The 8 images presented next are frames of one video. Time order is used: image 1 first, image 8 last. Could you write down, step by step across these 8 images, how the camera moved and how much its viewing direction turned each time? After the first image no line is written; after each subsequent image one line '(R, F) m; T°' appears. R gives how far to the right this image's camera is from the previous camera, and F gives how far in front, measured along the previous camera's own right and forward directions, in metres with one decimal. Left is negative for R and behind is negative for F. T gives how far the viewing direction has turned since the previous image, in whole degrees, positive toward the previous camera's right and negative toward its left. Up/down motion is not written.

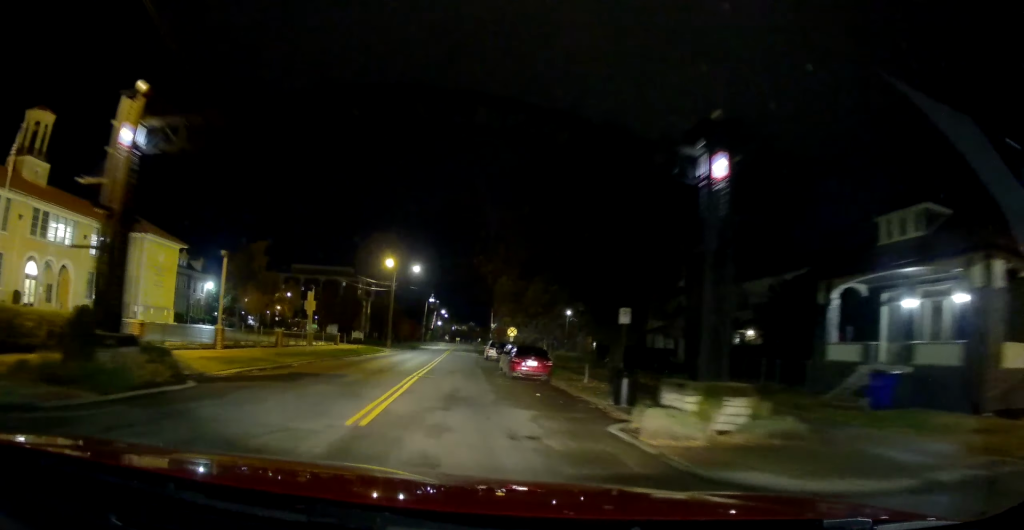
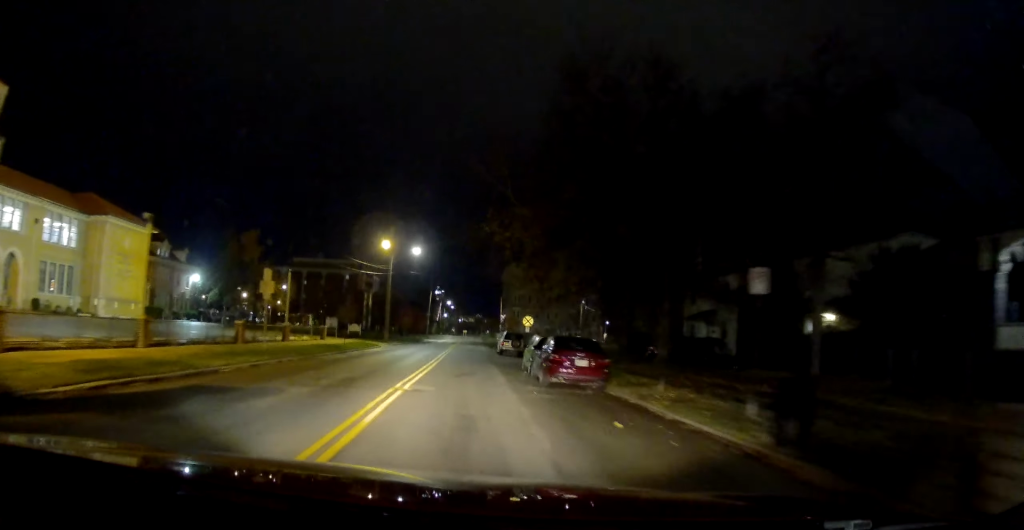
(+0.1, +8.1) m; 0°
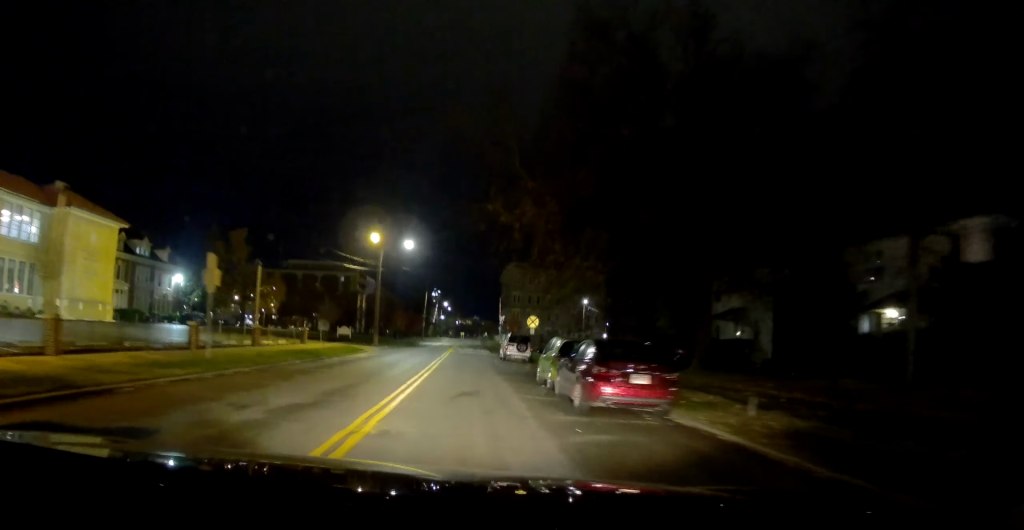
(-0.1, +5.4) m; 0°
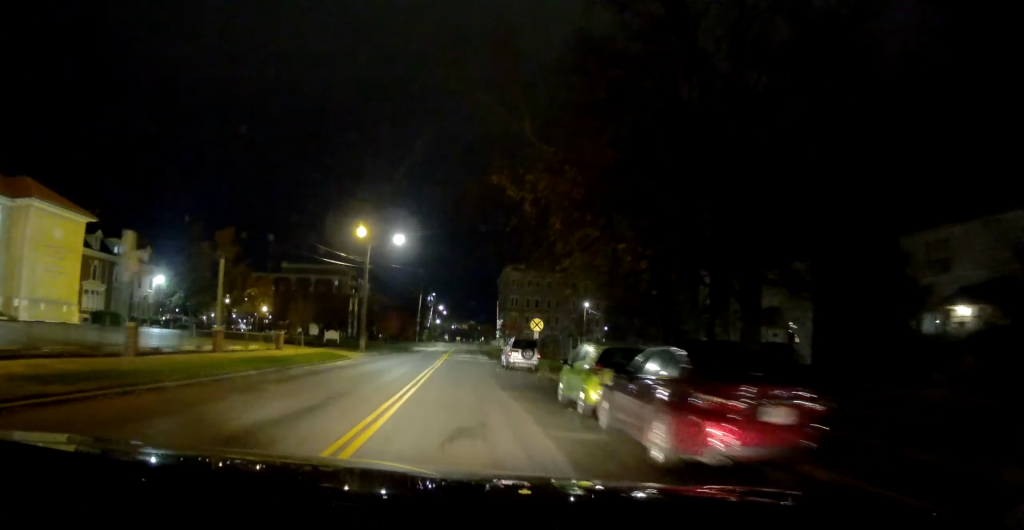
(-0.1, +4.9) m; 0°
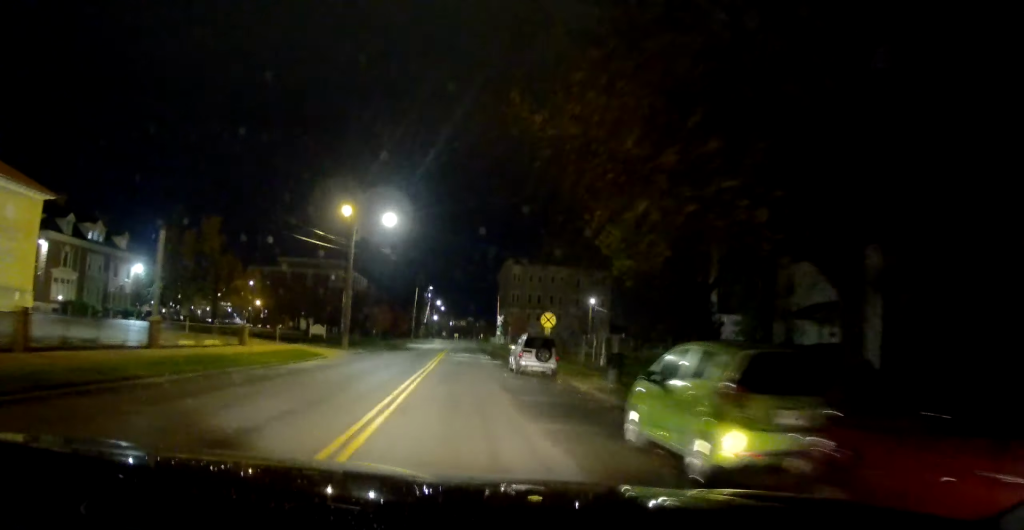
(+0.1, +6.1) m; 0°
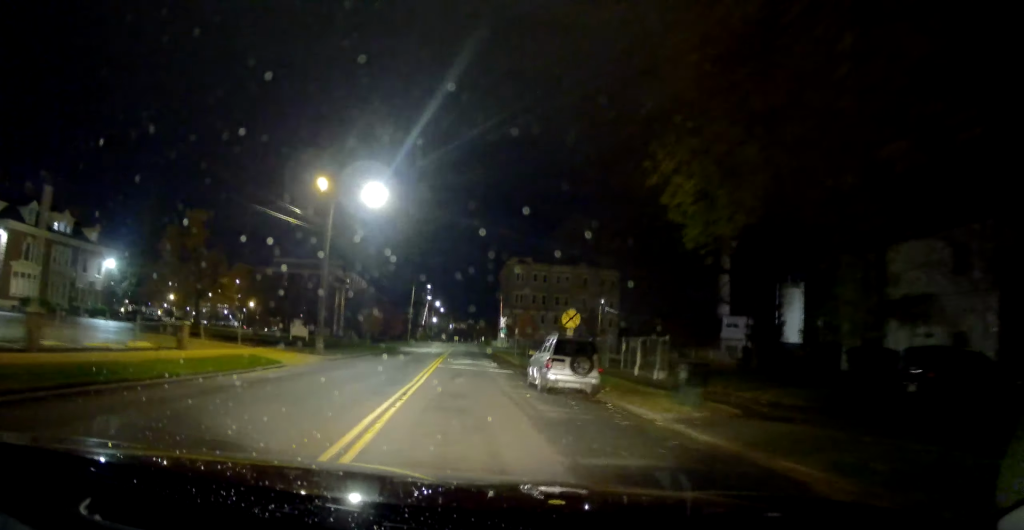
(+0.1, +7.3) m; 0°
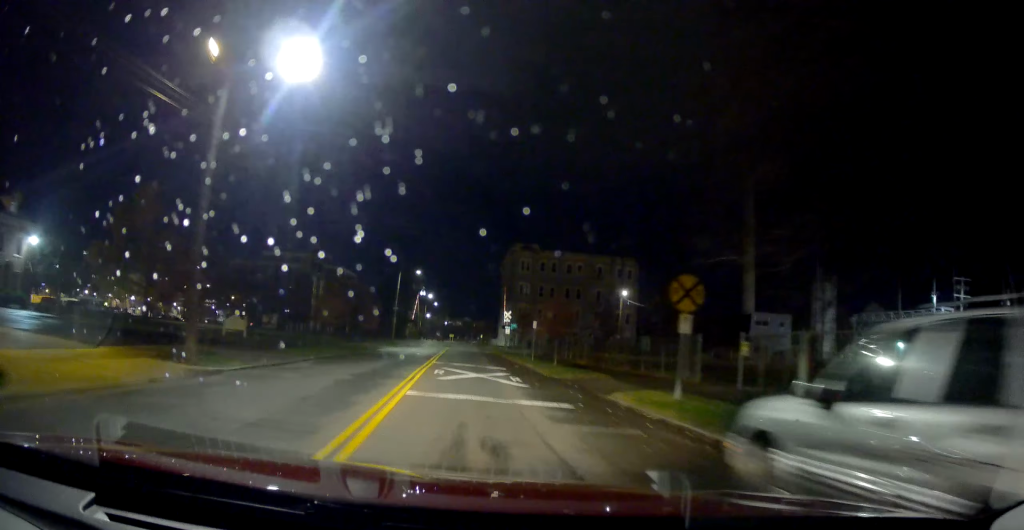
(0.0, +15.1) m; 0°
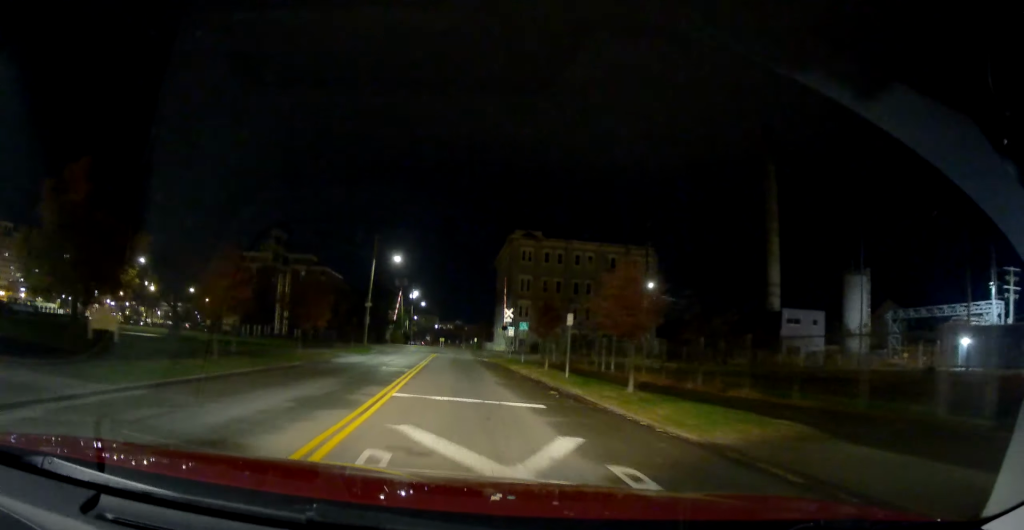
(0.0, +15.4) m; 0°
